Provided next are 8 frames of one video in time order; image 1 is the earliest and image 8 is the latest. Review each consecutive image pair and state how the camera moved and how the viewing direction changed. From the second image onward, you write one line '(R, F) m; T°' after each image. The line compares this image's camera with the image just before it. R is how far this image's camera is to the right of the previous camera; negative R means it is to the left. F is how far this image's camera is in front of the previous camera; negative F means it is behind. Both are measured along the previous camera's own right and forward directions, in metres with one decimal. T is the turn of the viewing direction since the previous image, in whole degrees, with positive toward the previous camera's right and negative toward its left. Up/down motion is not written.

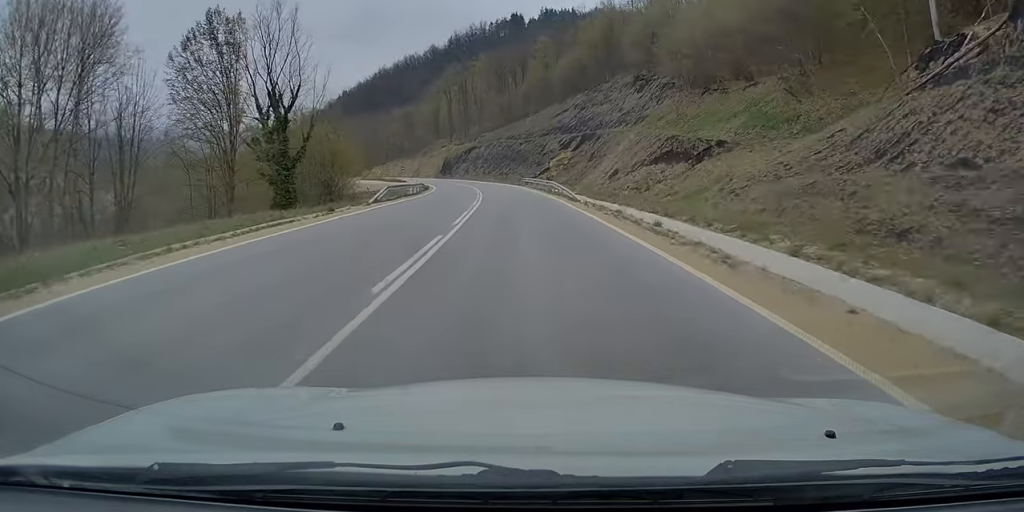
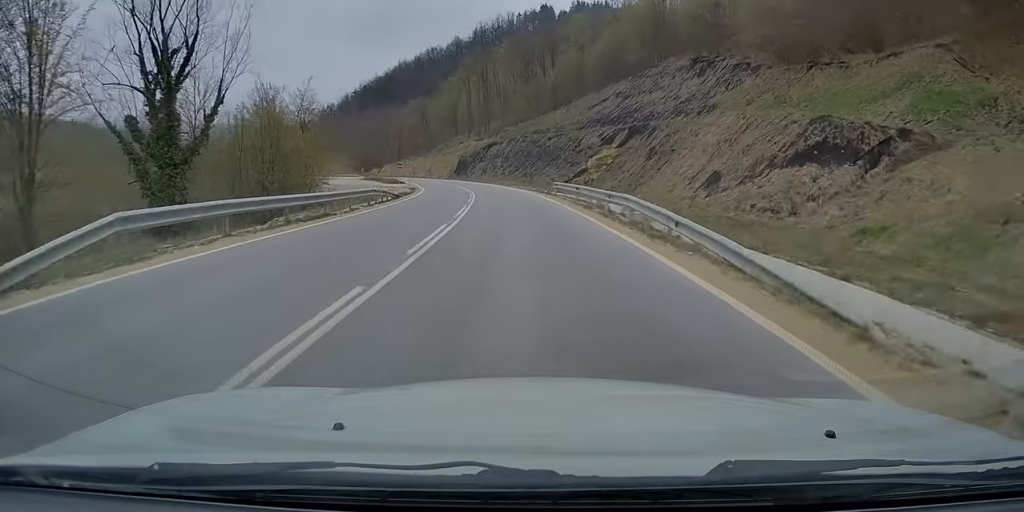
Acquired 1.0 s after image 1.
(-0.3, +23.8) m; -2°
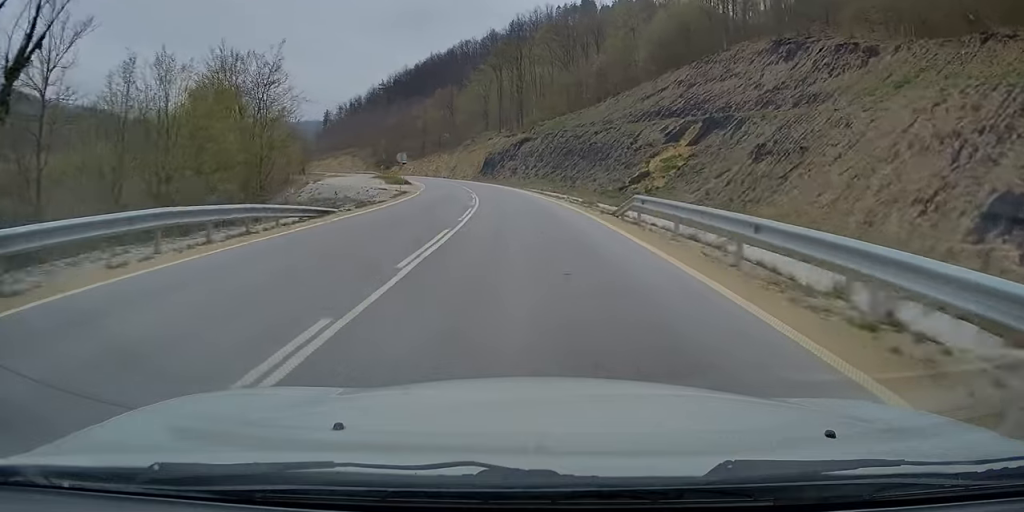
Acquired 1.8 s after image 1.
(-0.3, +19.8) m; -3°
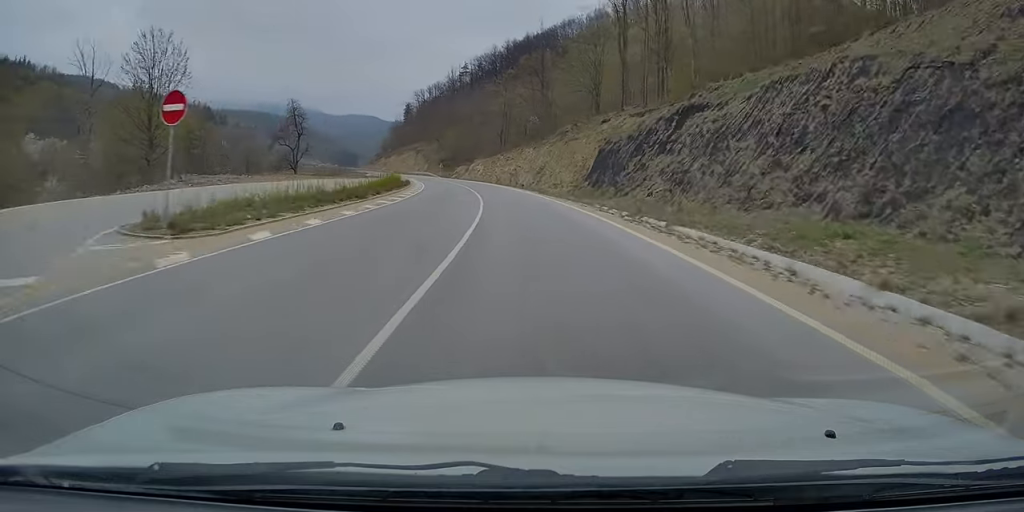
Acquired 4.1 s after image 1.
(-5.6, +60.0) m; -10°
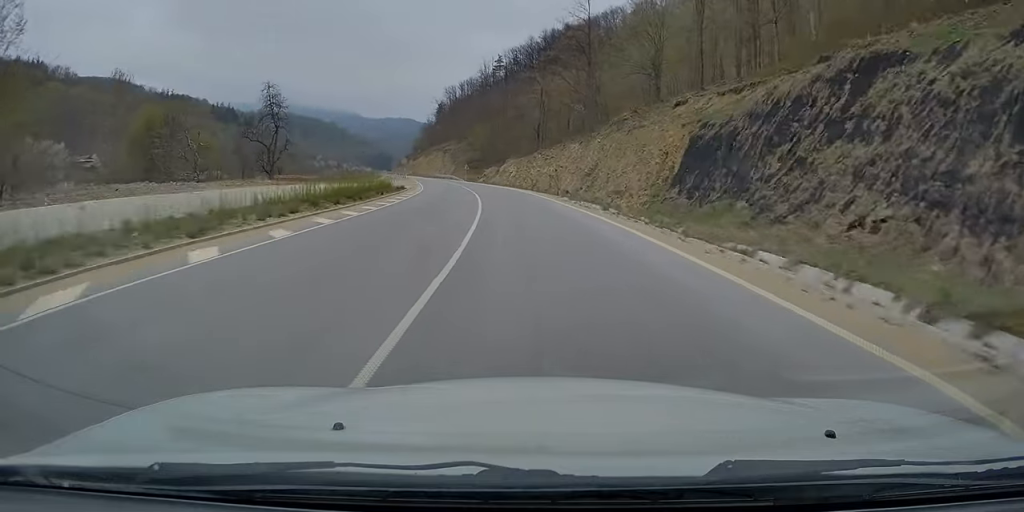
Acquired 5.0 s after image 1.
(-0.5, +21.7) m; -2°
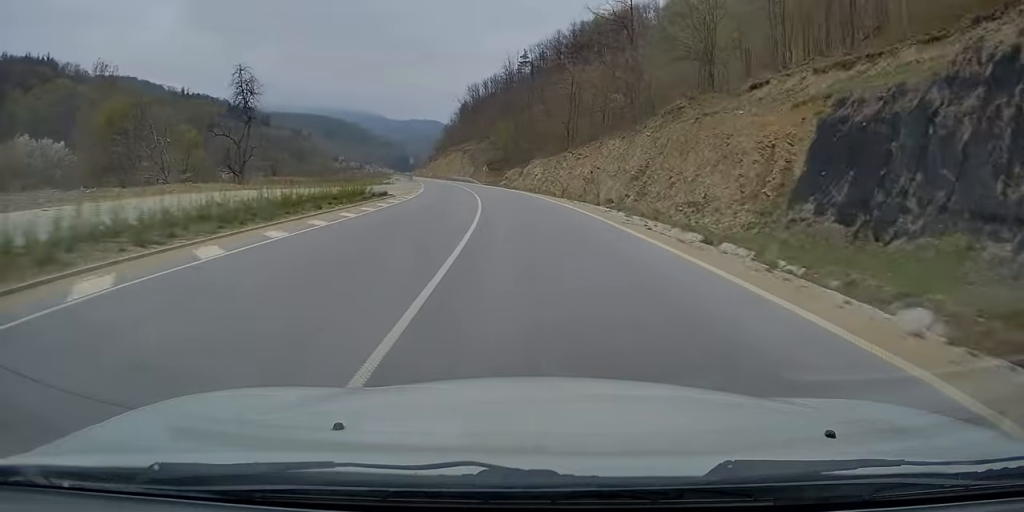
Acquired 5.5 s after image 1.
(0.0, +13.9) m; -2°
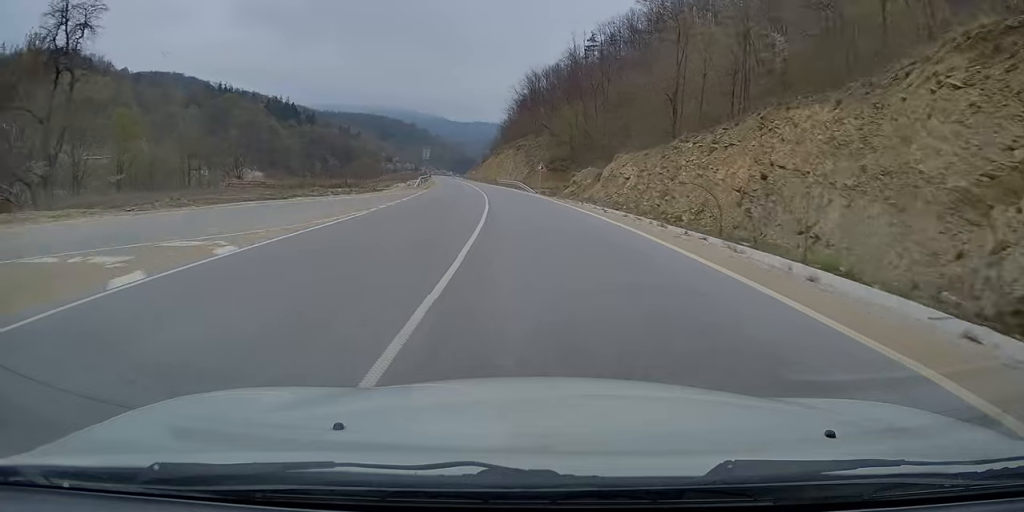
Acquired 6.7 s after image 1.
(-2.0, +32.8) m; -8°
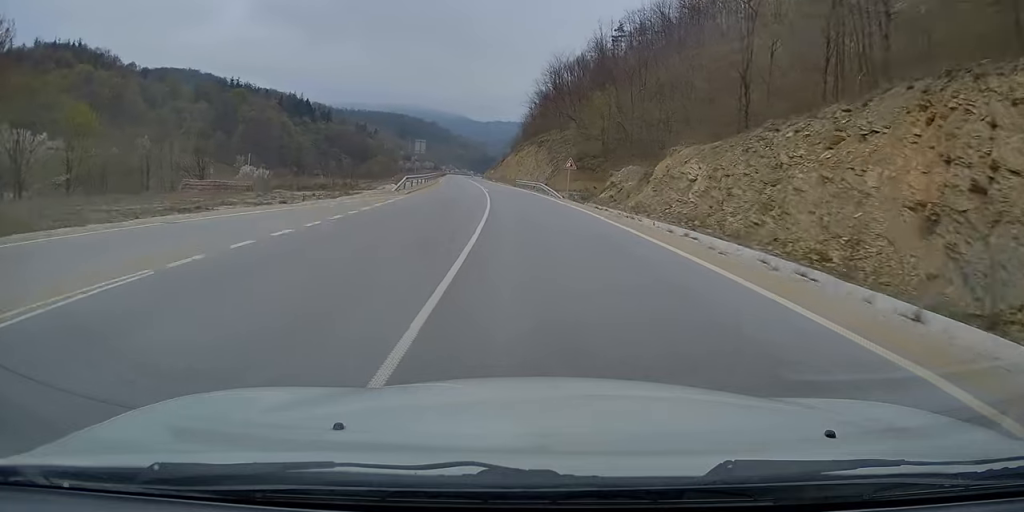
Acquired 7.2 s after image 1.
(-0.8, +13.6) m; -4°
